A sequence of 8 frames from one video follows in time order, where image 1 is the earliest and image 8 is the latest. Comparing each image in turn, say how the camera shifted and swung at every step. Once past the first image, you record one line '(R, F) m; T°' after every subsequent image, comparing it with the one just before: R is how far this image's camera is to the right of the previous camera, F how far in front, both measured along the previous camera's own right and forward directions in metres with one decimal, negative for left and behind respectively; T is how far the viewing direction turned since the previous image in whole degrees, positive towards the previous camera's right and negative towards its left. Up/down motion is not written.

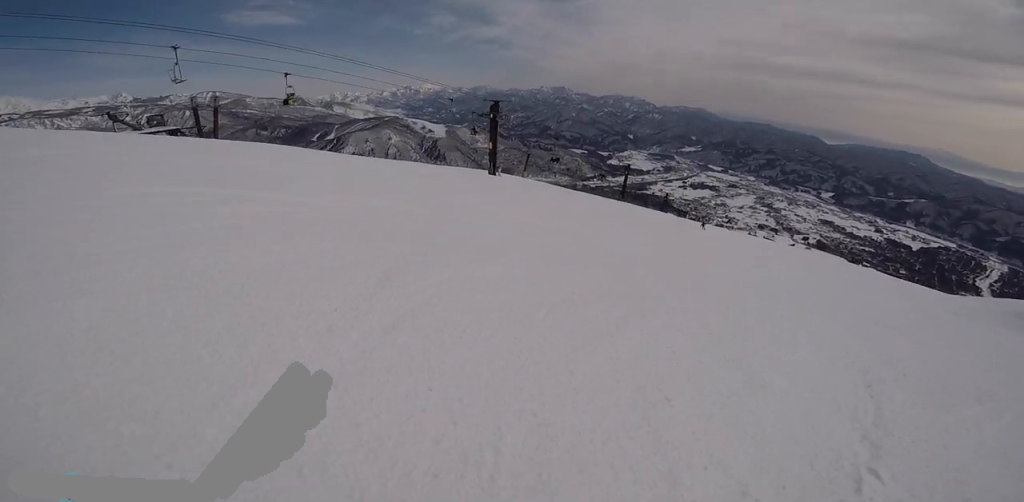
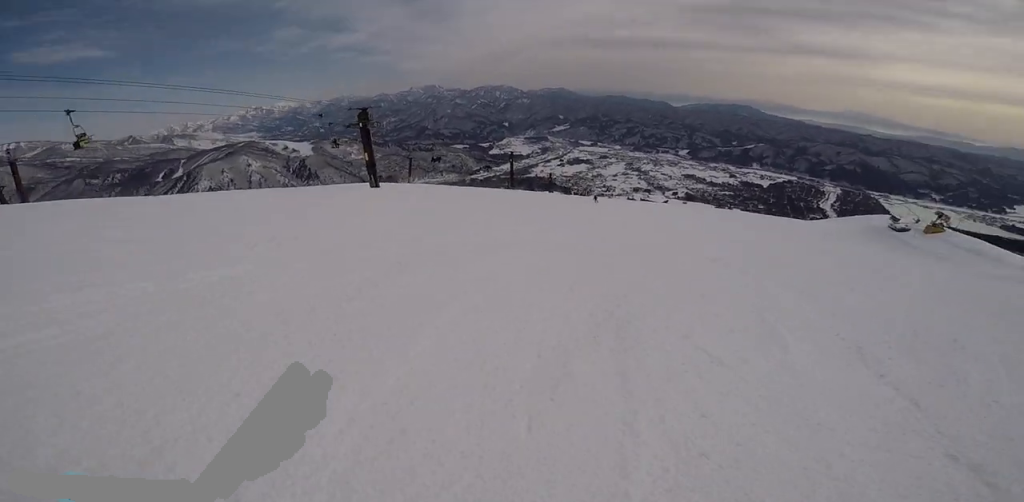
(+0.5, +2.0) m; +10°
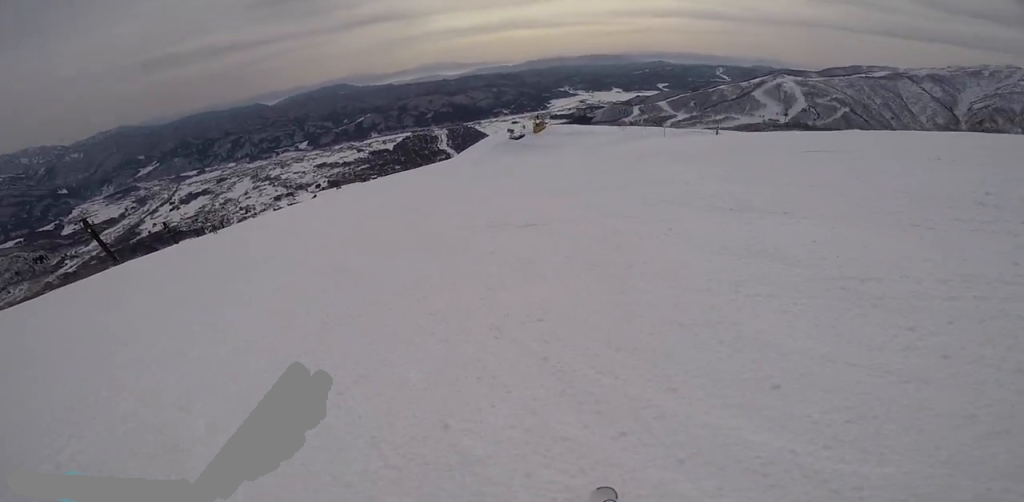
(+1.9, +6.8) m; +38°
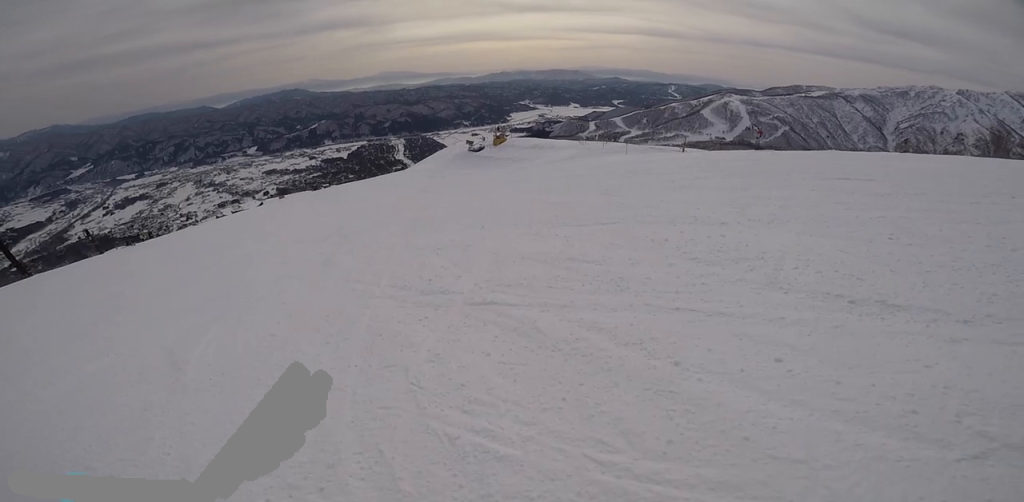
(+0.6, +2.7) m; +14°
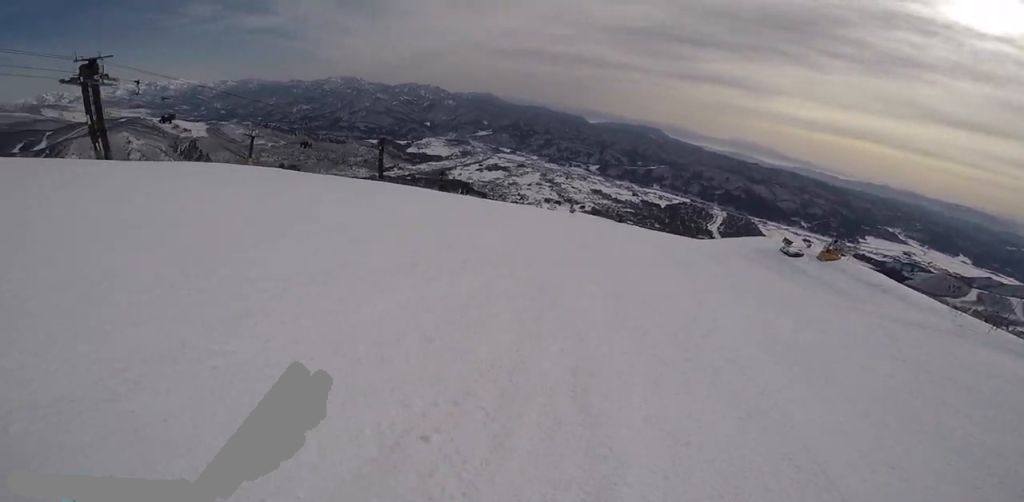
(-0.9, +7.9) m; -35°
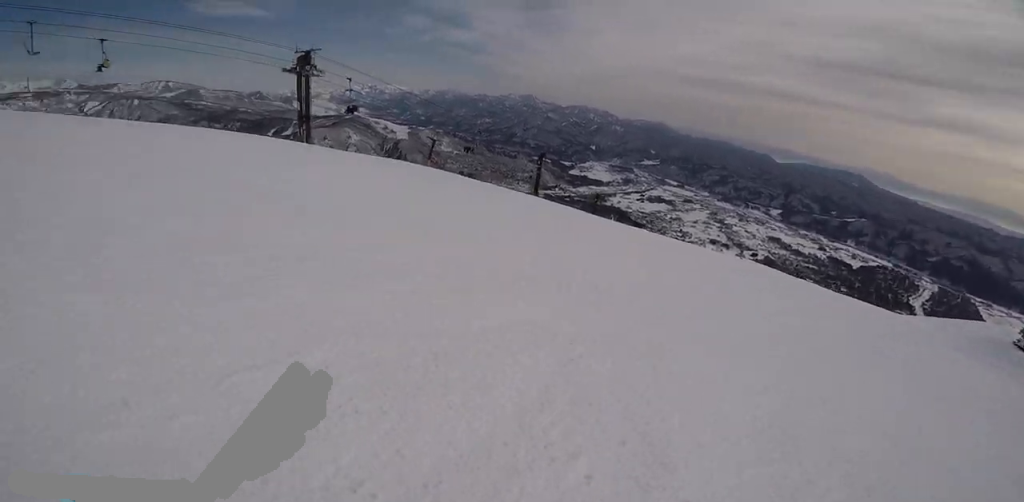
(-0.1, +2.1) m; -18°
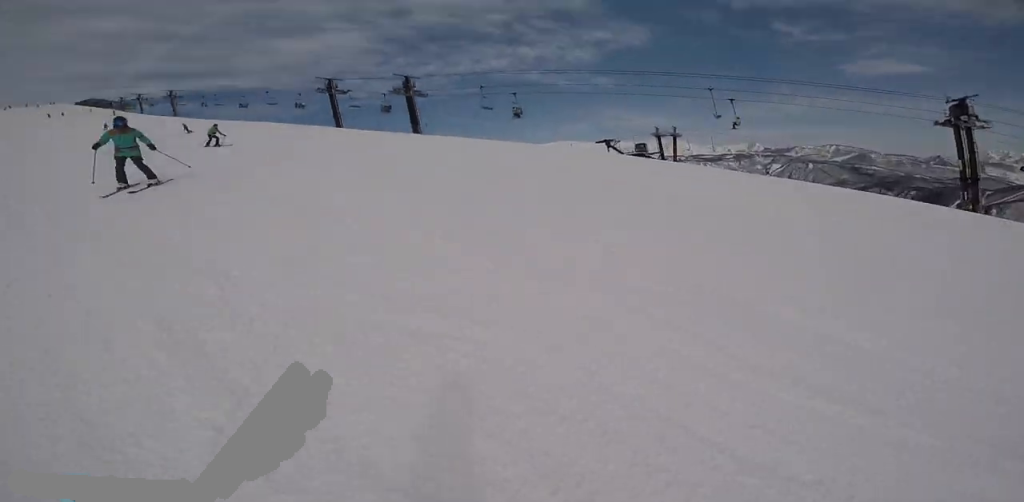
(-1.1, +2.2) m; -15°
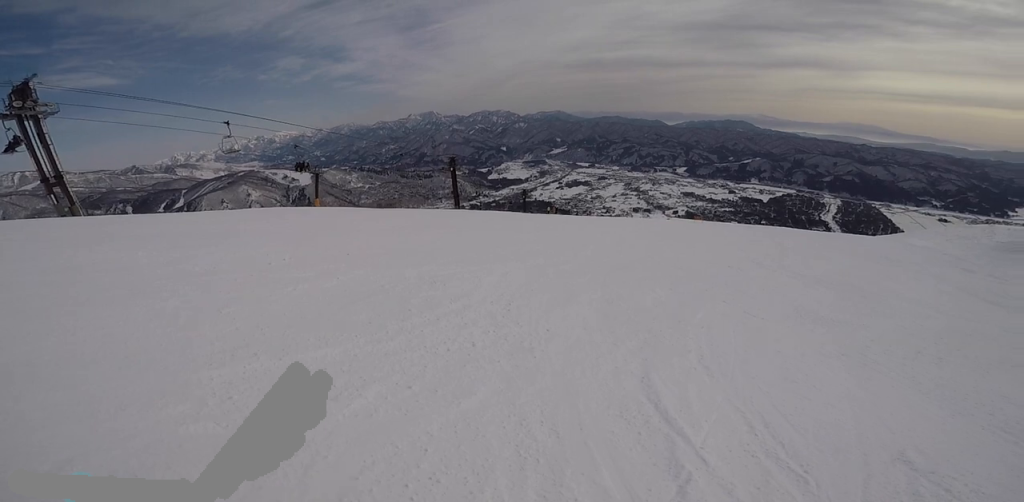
(-0.3, +11.2) m; +20°
